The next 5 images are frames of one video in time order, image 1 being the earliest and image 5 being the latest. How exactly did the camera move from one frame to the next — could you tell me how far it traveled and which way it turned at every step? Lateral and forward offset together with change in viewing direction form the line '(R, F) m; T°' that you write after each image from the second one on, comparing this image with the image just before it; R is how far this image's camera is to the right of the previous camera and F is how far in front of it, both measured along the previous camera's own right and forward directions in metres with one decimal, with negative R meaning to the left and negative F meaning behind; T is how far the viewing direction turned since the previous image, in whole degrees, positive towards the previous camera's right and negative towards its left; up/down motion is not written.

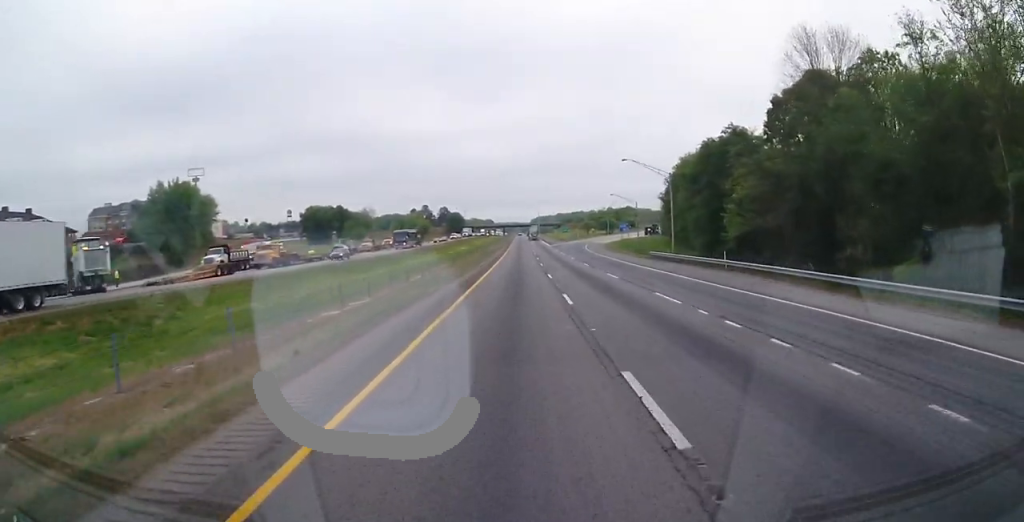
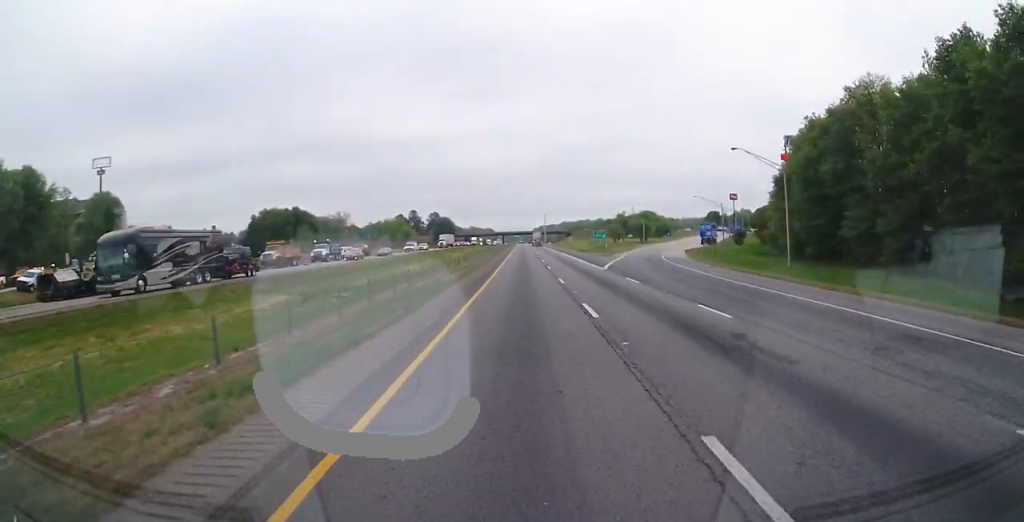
(+0.5, +63.6) m; 0°
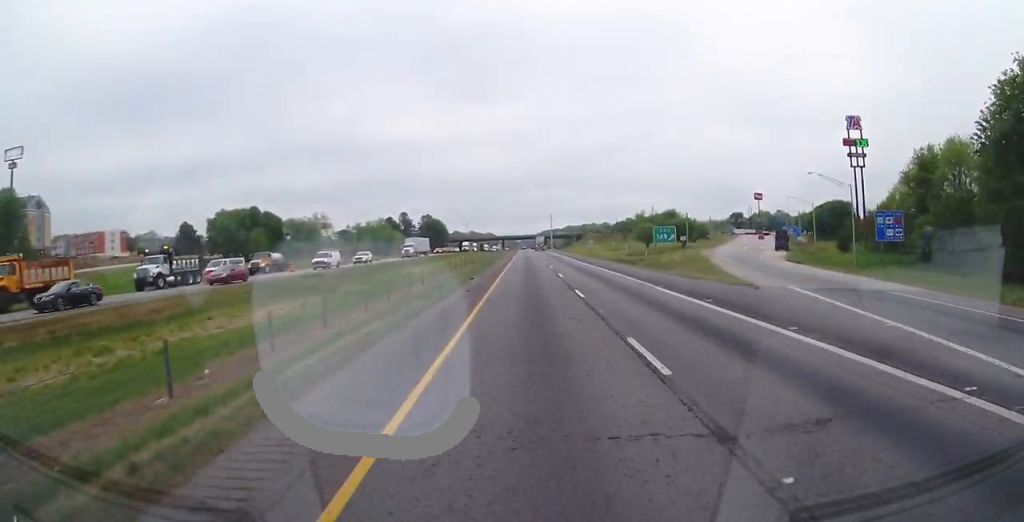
(-0.1, +42.7) m; 0°
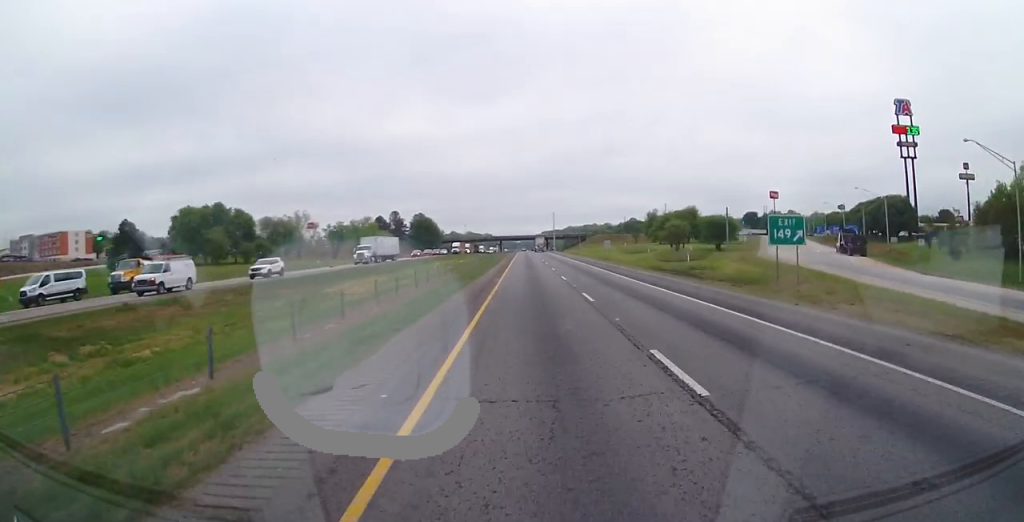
(+0.3, +25.8) m; 0°
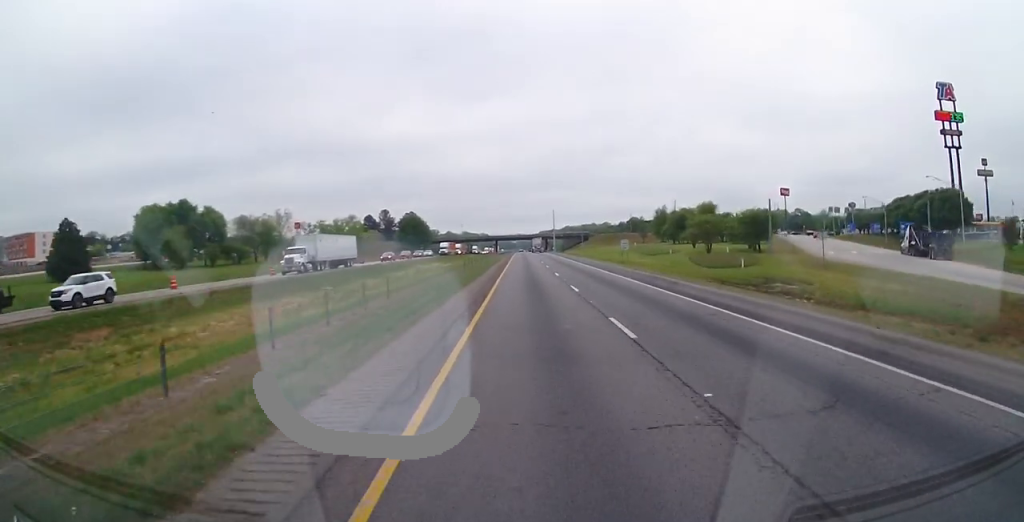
(-0.4, +19.6) m; -1°
